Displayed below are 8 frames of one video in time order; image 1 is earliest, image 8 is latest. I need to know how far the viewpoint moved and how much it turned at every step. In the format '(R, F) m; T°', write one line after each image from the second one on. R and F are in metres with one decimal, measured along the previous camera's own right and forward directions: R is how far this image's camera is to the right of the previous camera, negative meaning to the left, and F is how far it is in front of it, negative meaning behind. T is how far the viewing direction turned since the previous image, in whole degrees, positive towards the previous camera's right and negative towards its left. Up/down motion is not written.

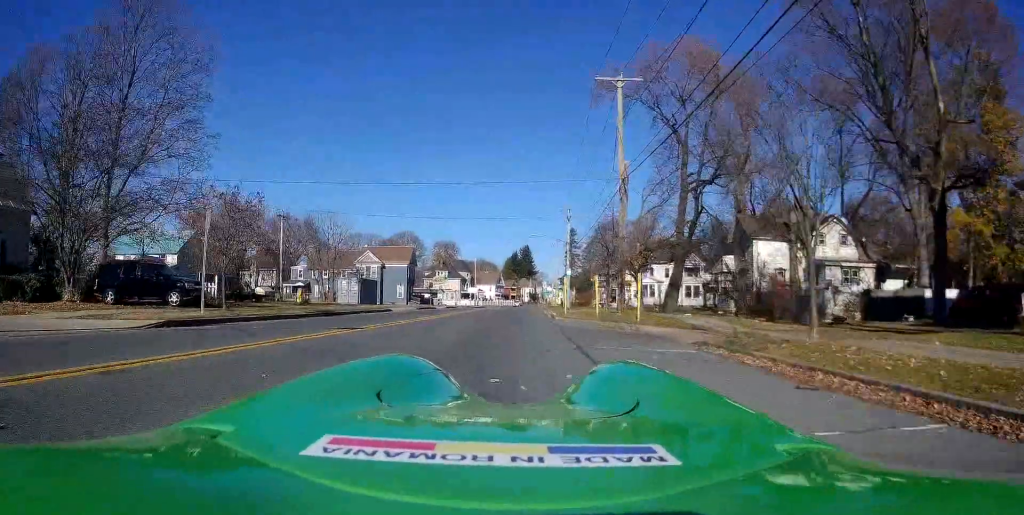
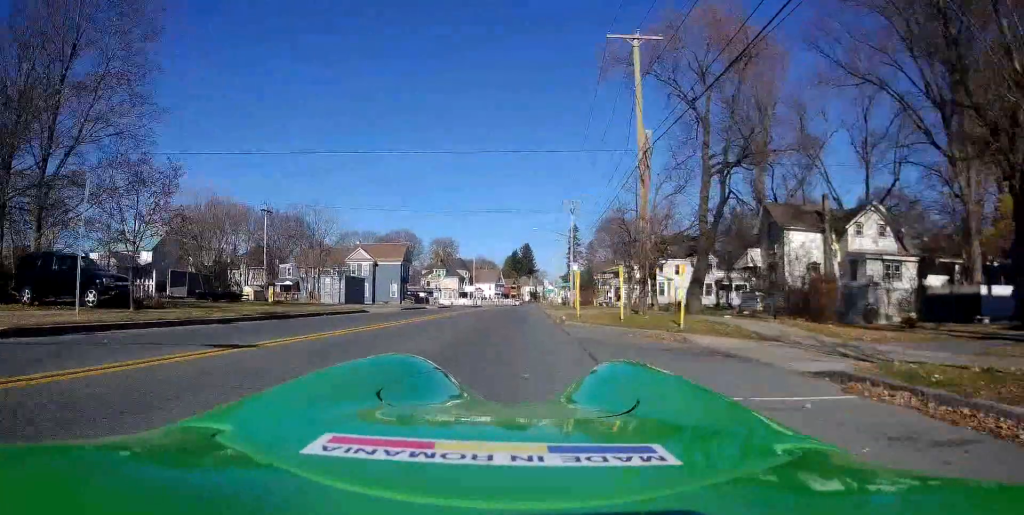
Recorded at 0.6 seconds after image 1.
(-0.3, +5.0) m; +1°
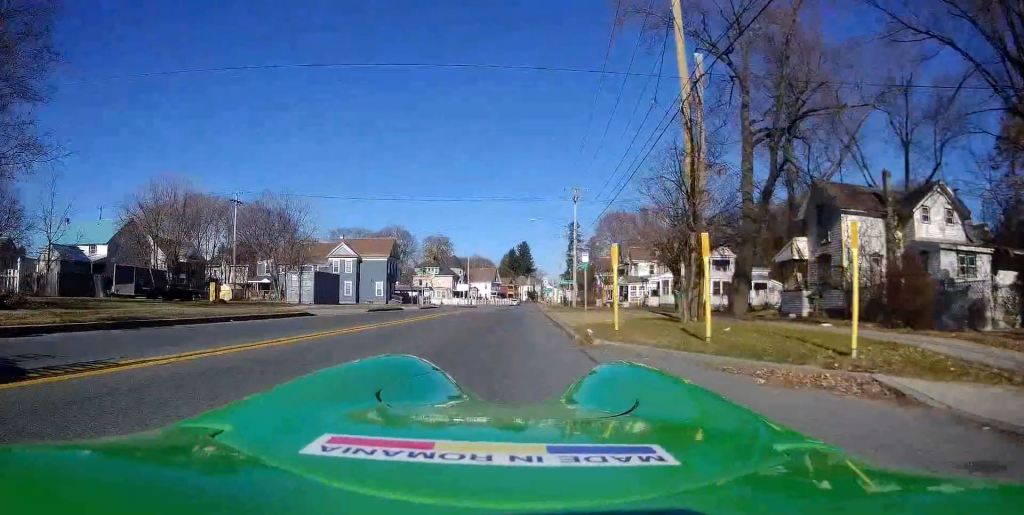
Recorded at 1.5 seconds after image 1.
(+0.7, +7.2) m; 0°
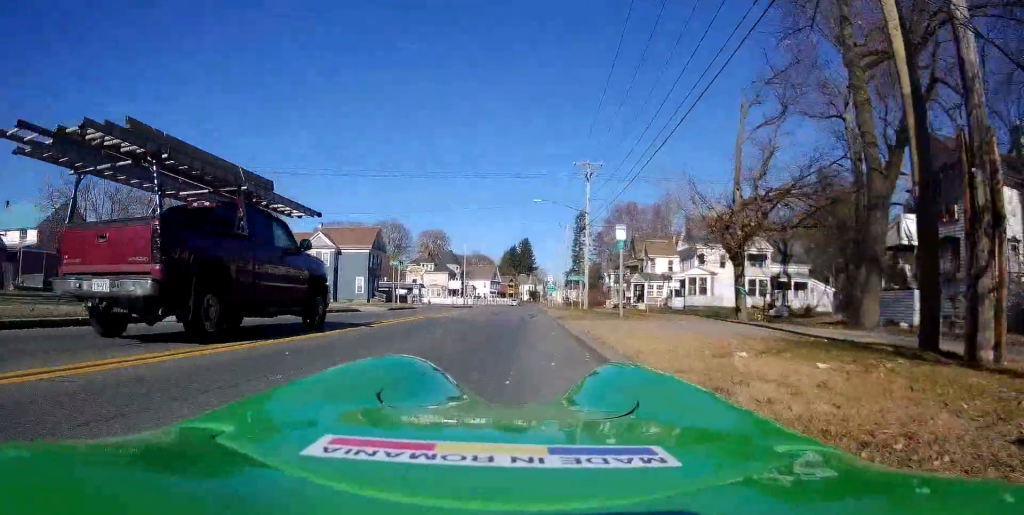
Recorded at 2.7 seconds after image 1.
(-0.7, +10.0) m; -3°
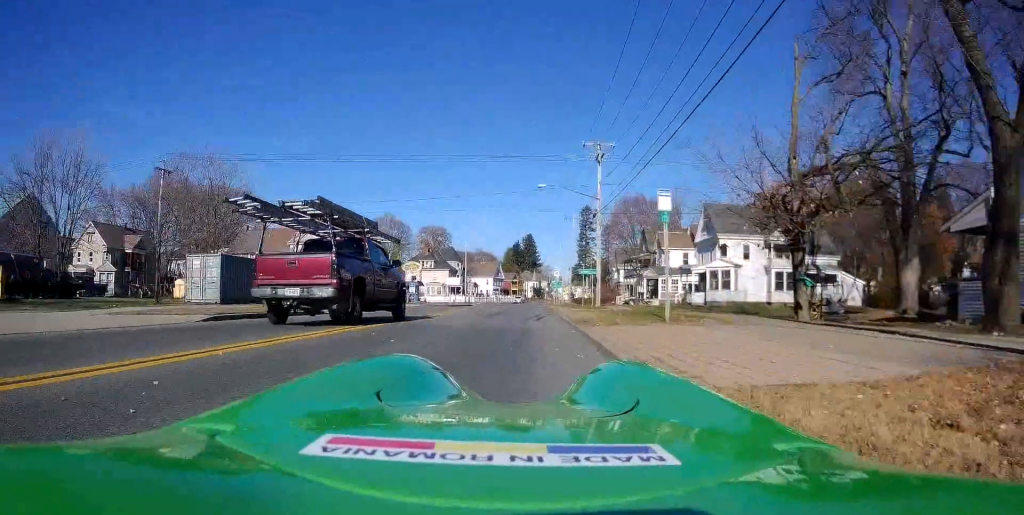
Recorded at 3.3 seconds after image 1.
(+0.3, +5.3) m; 0°
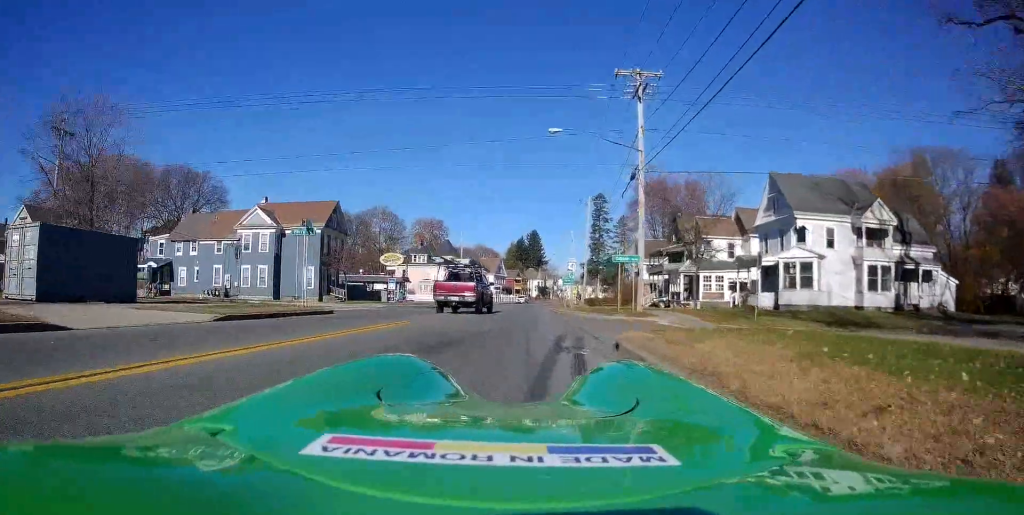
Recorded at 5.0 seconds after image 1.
(-0.1, +14.2) m; +1°
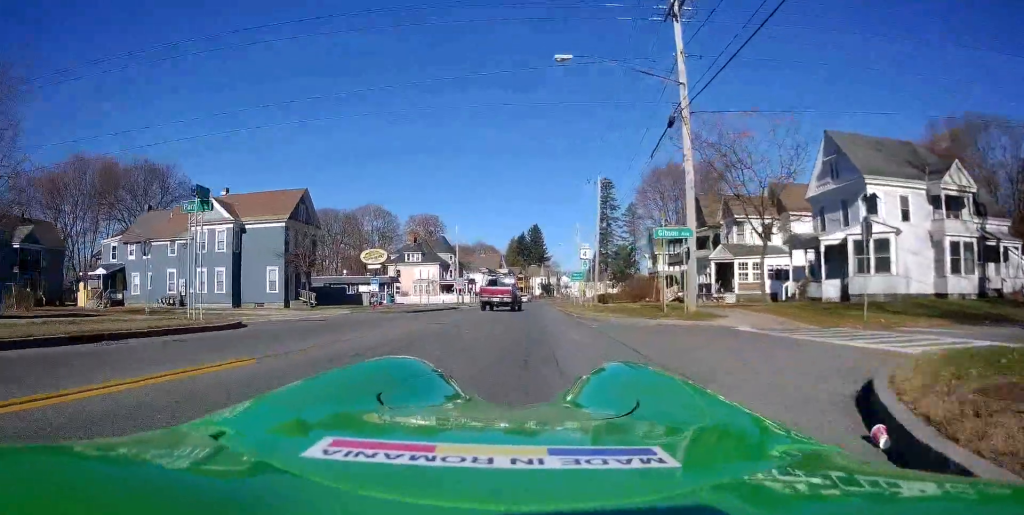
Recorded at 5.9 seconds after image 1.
(+0.2, +8.2) m; +2°
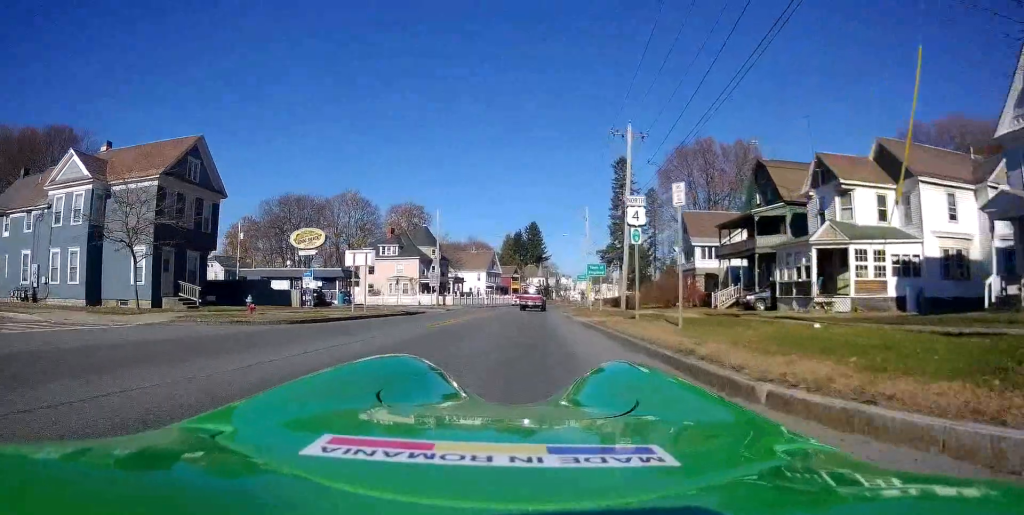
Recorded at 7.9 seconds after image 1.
(0.0, +17.1) m; 0°
